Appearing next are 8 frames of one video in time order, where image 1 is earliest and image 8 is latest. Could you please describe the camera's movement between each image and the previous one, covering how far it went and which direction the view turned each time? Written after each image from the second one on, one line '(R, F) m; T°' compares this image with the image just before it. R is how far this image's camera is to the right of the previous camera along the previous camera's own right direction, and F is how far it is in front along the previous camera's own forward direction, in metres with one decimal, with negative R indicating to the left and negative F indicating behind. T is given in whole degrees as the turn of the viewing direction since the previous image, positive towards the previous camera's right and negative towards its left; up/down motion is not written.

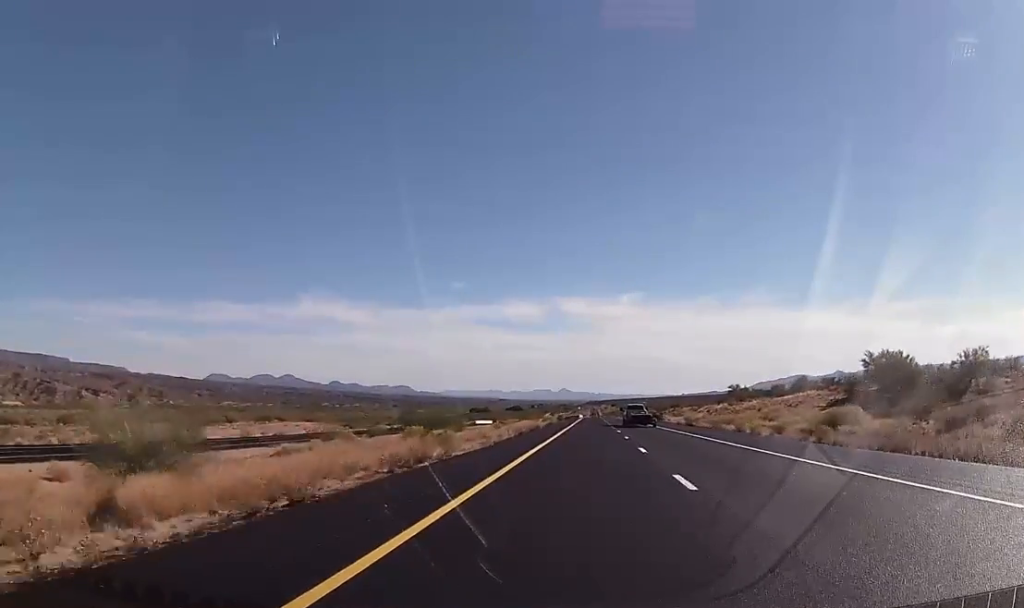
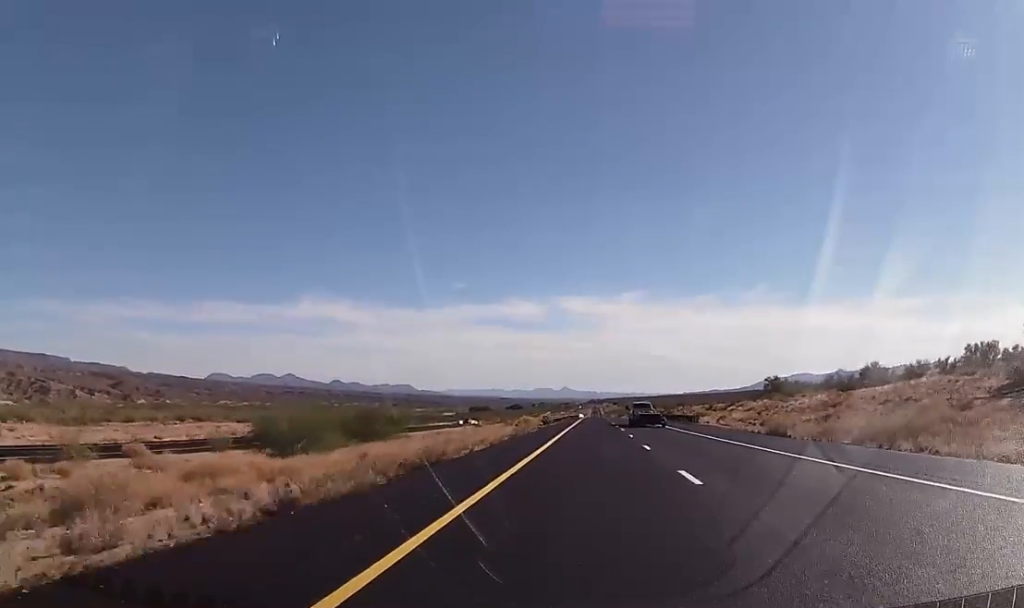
(-0.3, +35.4) m; 0°
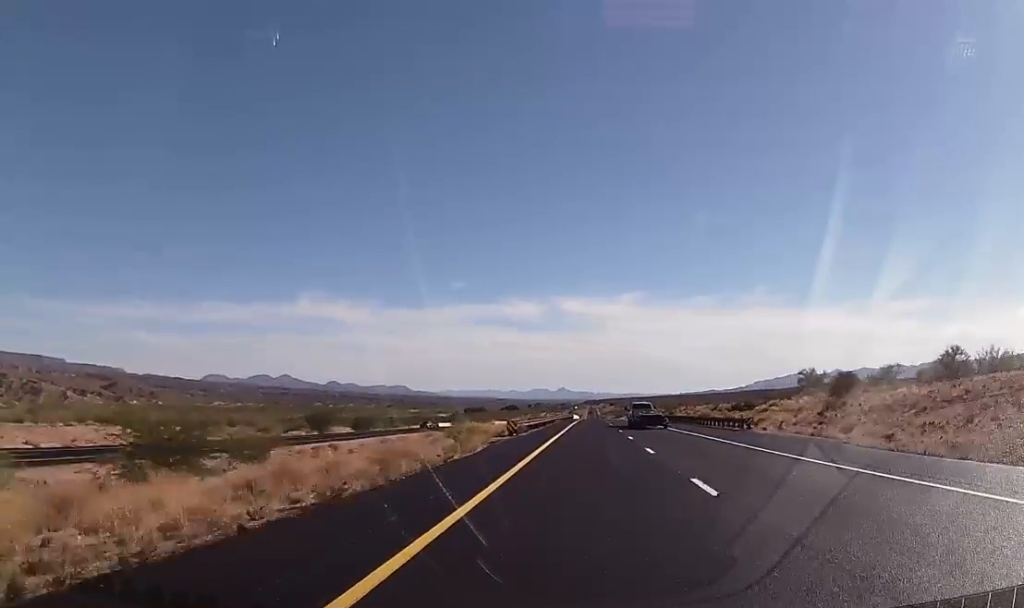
(+0.1, +26.0) m; 0°
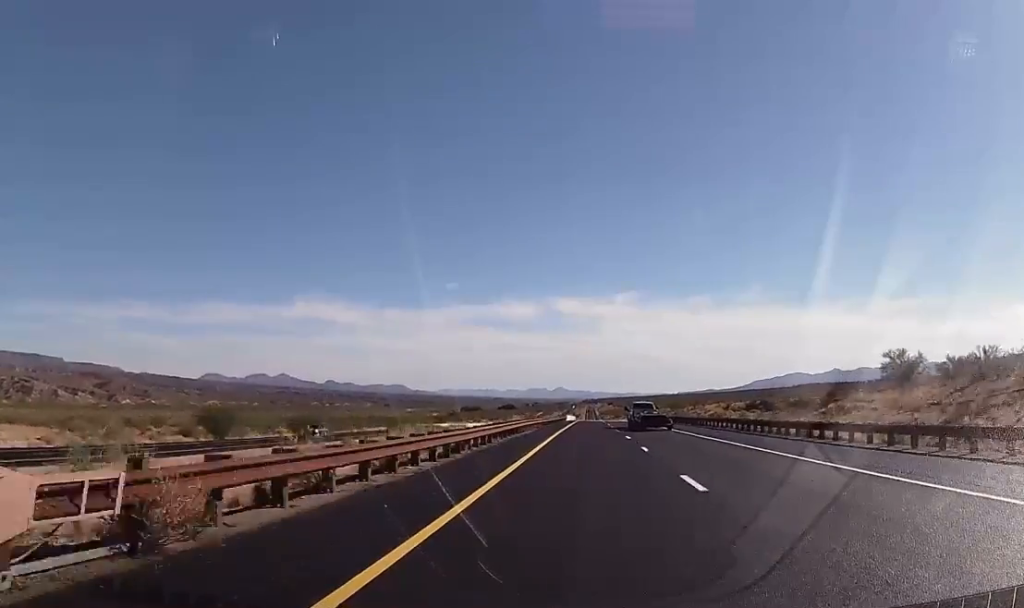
(+0.3, +35.5) m; 0°
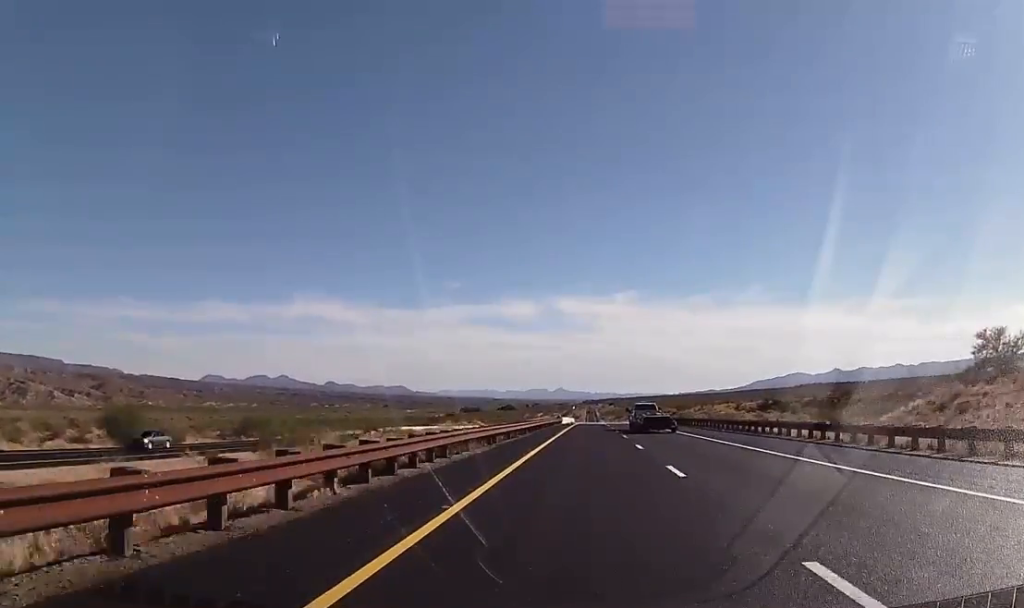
(-0.2, +21.4) m; 0°
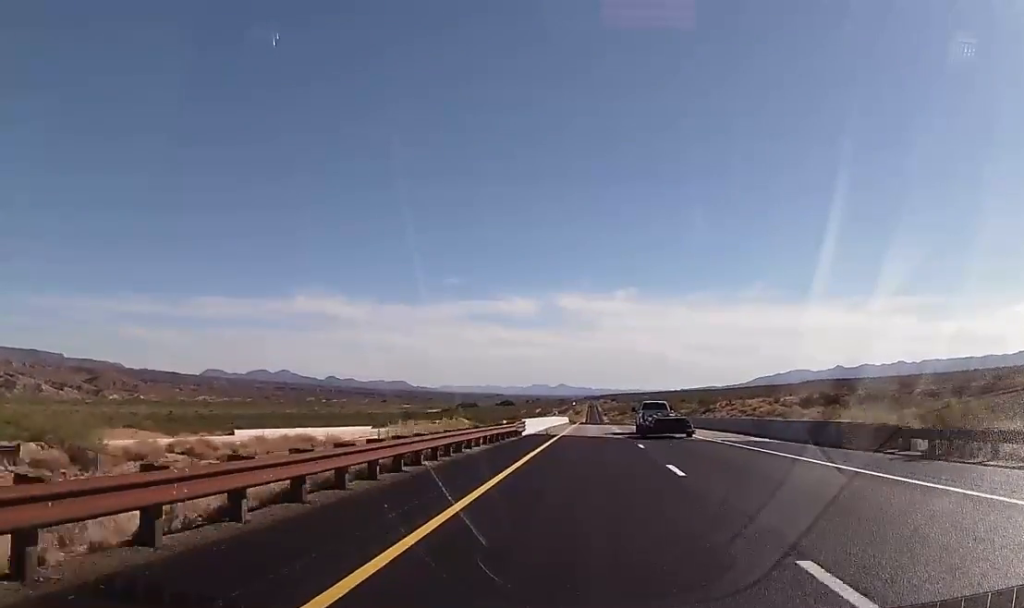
(+0.5, +60.4) m; +1°
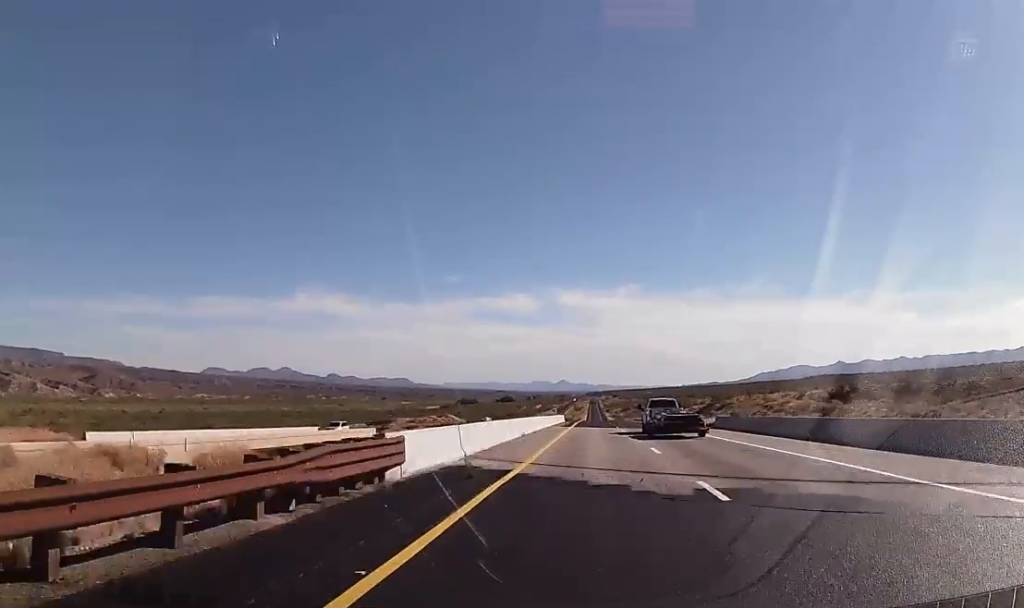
(0.0, +28.4) m; 0°
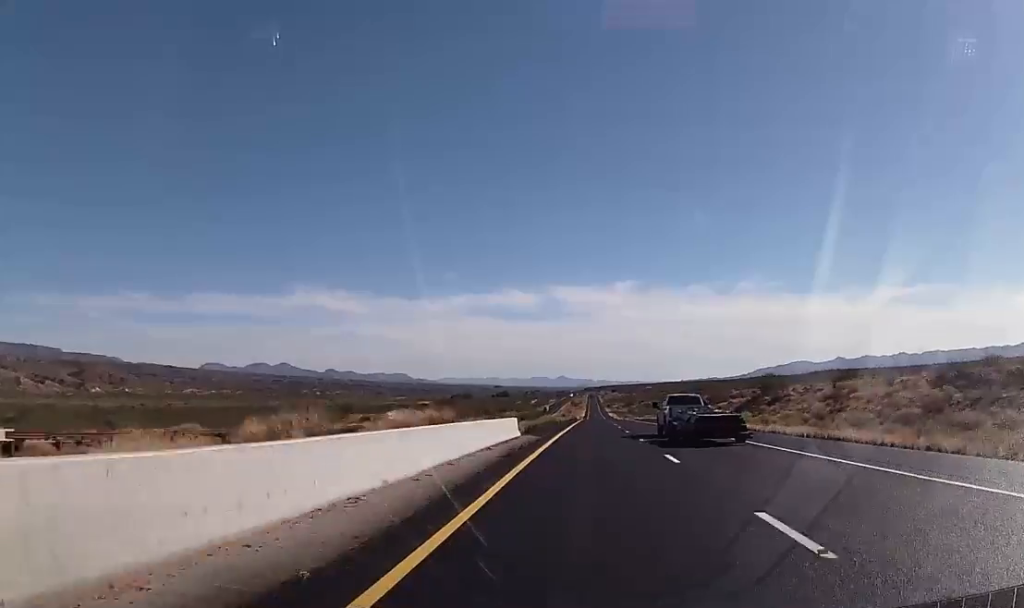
(-0.2, +65.2) m; 0°
